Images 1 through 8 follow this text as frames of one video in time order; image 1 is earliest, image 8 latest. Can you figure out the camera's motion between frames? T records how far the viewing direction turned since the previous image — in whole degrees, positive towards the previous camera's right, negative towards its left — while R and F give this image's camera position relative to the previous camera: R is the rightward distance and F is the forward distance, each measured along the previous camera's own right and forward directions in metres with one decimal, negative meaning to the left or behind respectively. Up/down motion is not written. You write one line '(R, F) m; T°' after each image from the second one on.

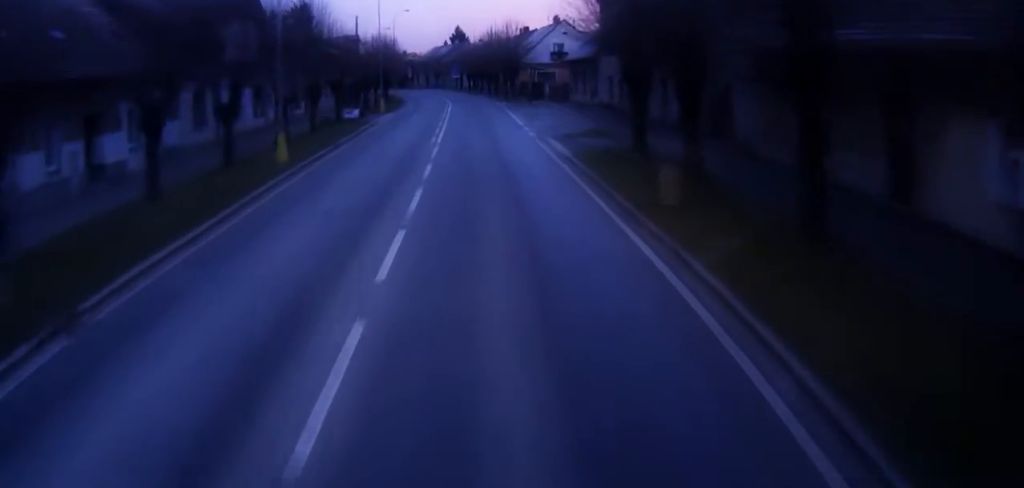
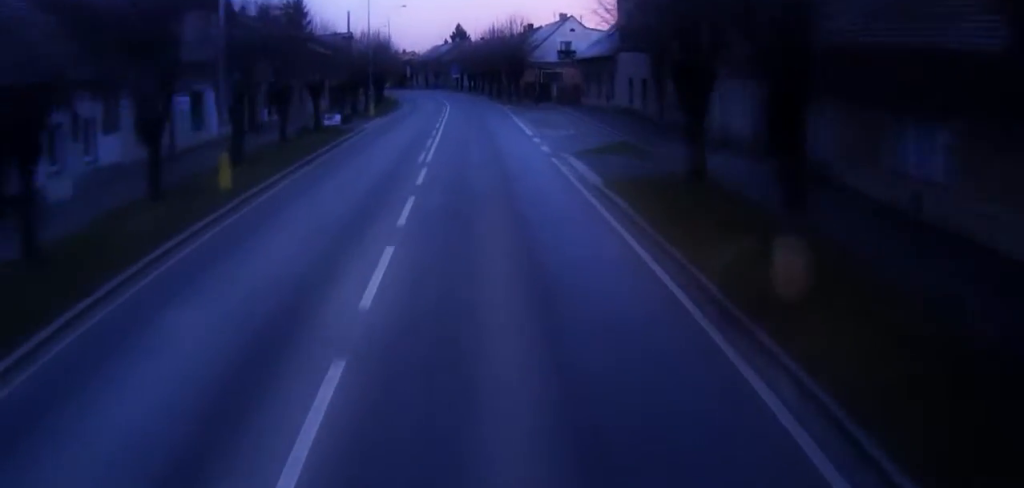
(-0.2, +5.3) m; -1°
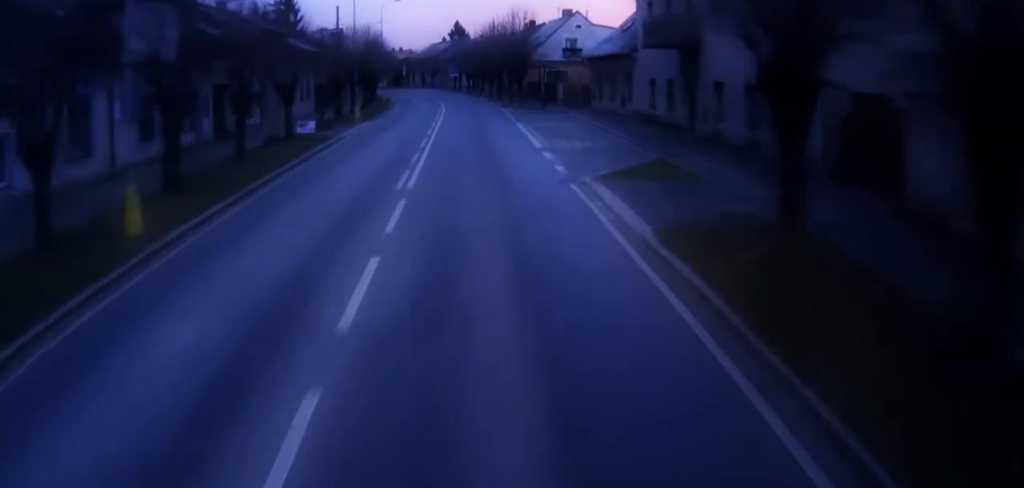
(-0.3, +5.0) m; -1°
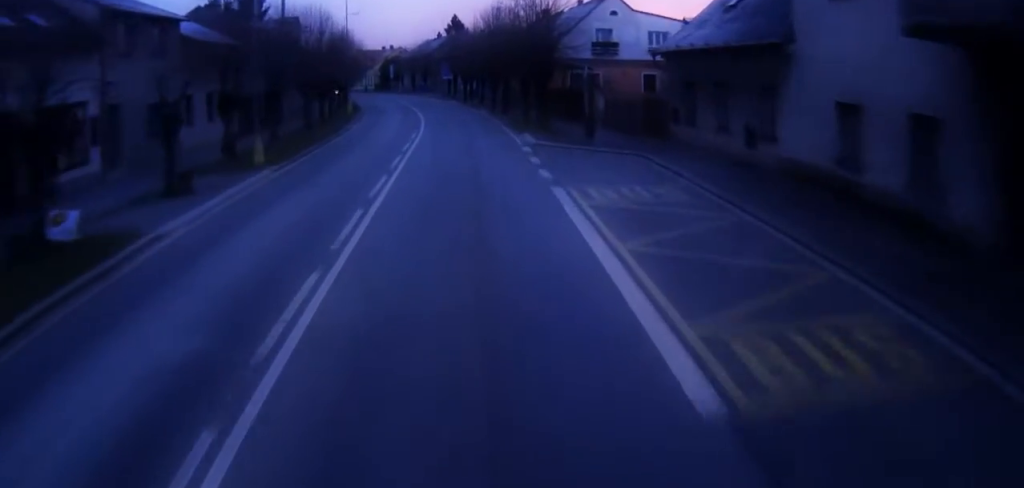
(-0.3, +18.6) m; -7°
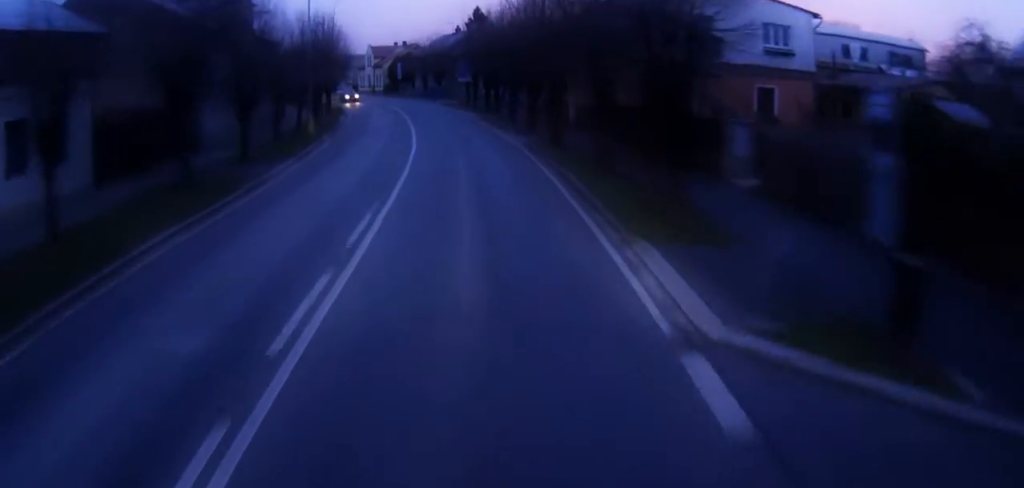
(-0.7, +19.0) m; +4°
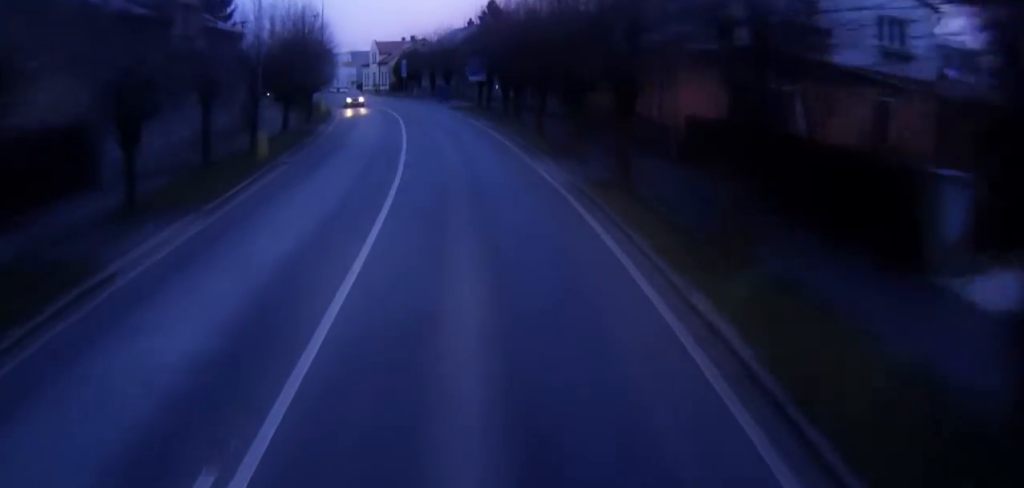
(+1.4, +10.8) m; +2°
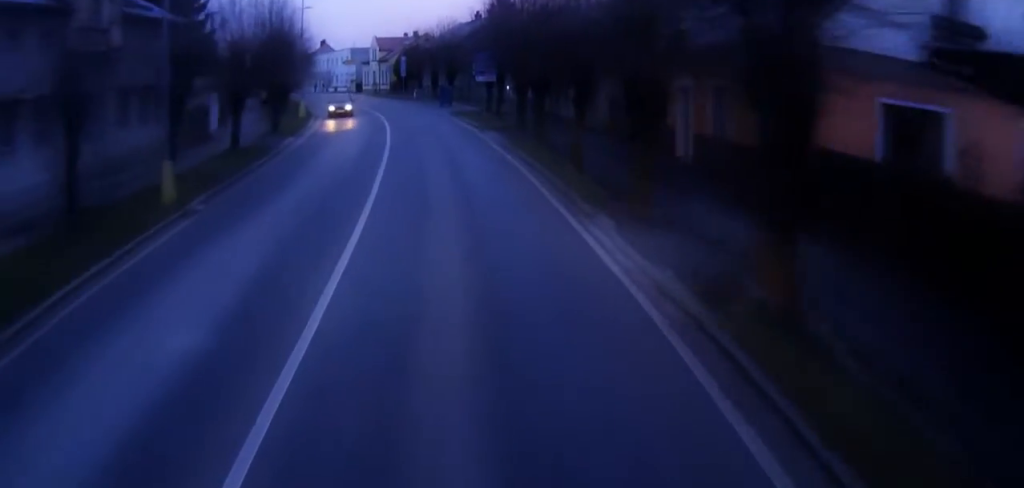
(-1.0, +9.4) m; -1°
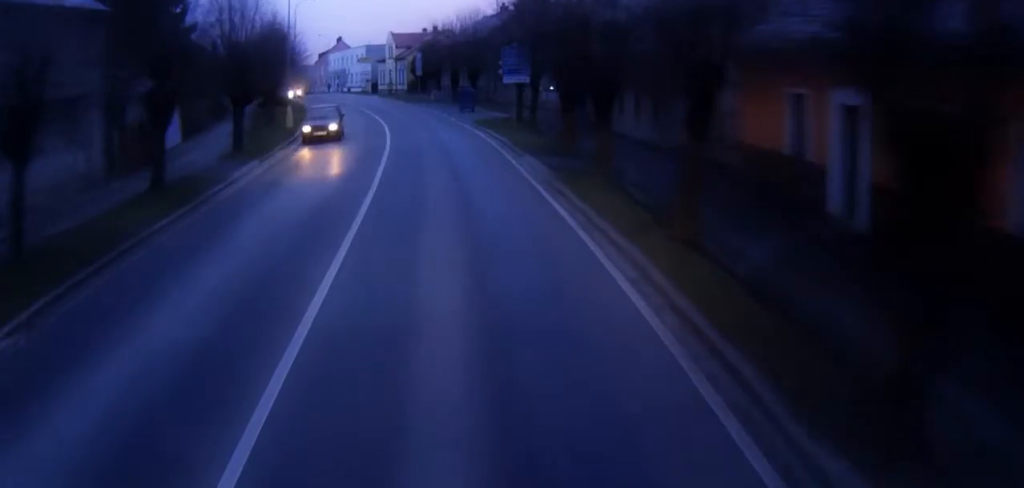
(+0.2, +9.6) m; 0°
